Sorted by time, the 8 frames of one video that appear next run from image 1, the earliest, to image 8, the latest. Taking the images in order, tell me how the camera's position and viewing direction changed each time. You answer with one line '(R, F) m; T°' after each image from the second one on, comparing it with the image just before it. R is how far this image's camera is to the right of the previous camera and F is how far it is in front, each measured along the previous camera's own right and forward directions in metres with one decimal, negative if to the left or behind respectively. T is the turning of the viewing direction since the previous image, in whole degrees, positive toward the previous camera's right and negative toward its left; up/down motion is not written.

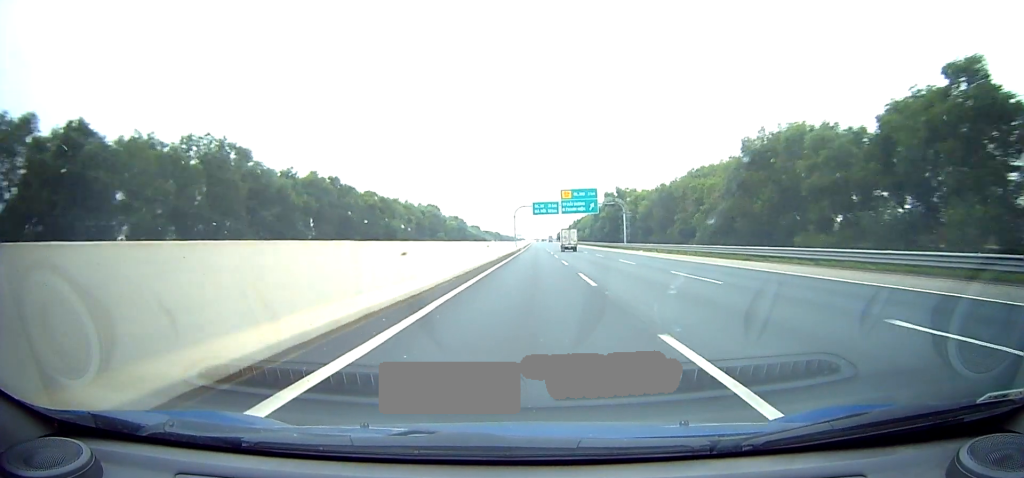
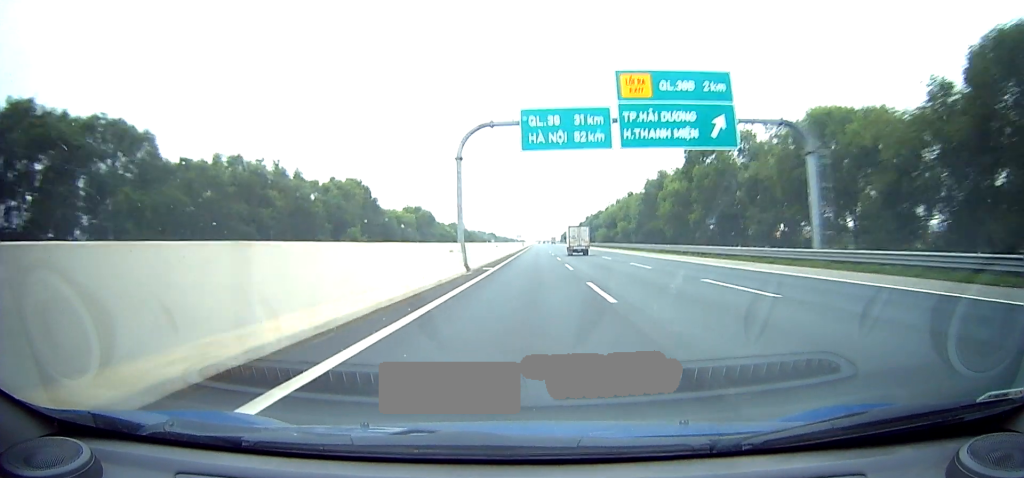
(+0.8, +56.2) m; +2°
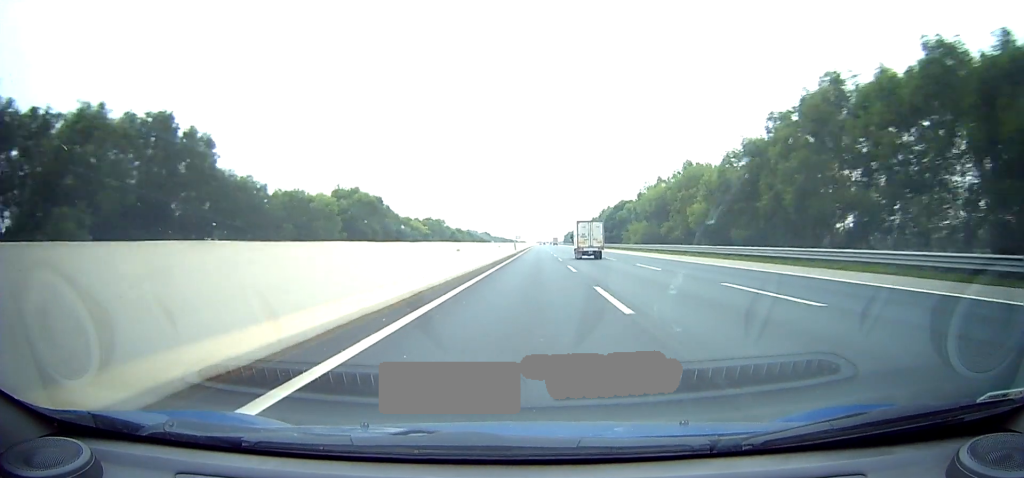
(0.0, +40.1) m; 0°
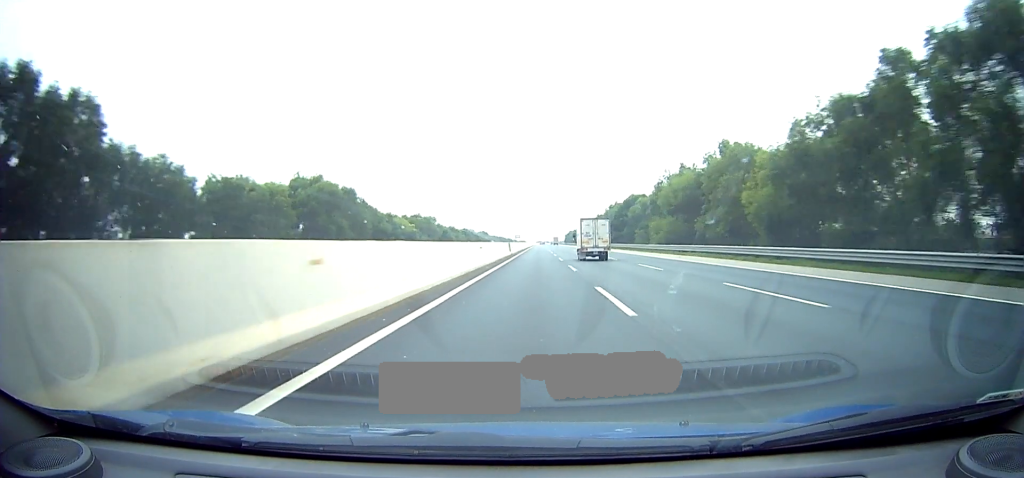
(0.0, +13.0) m; 0°
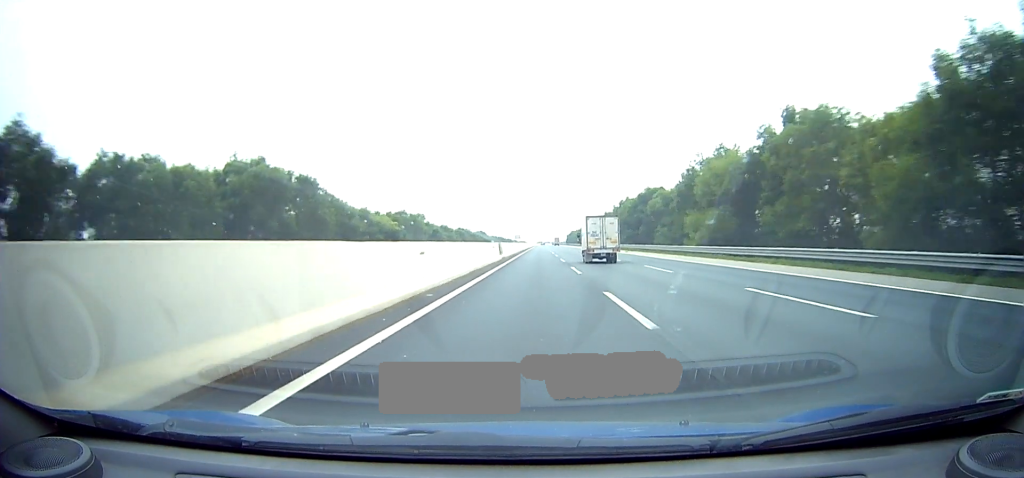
(0.0, +14.1) m; 0°
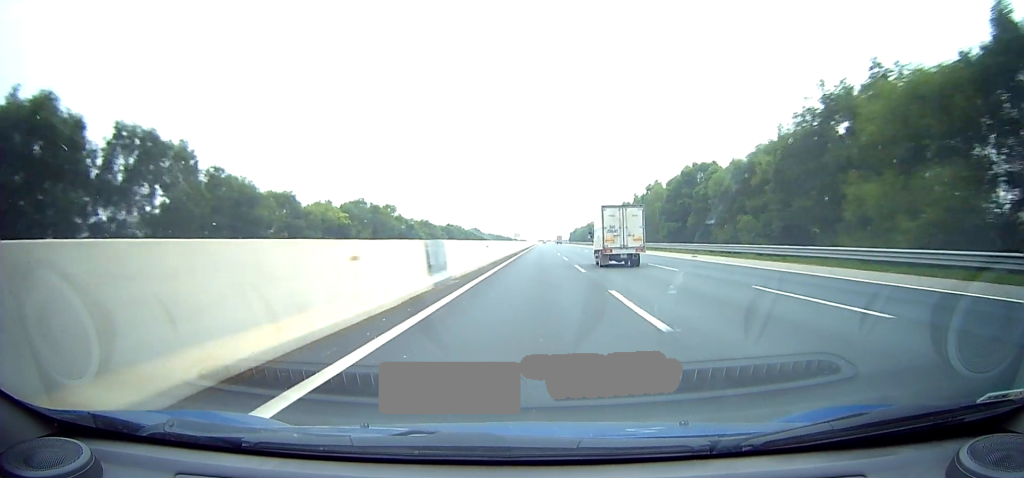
(-0.2, +27.1) m; -1°
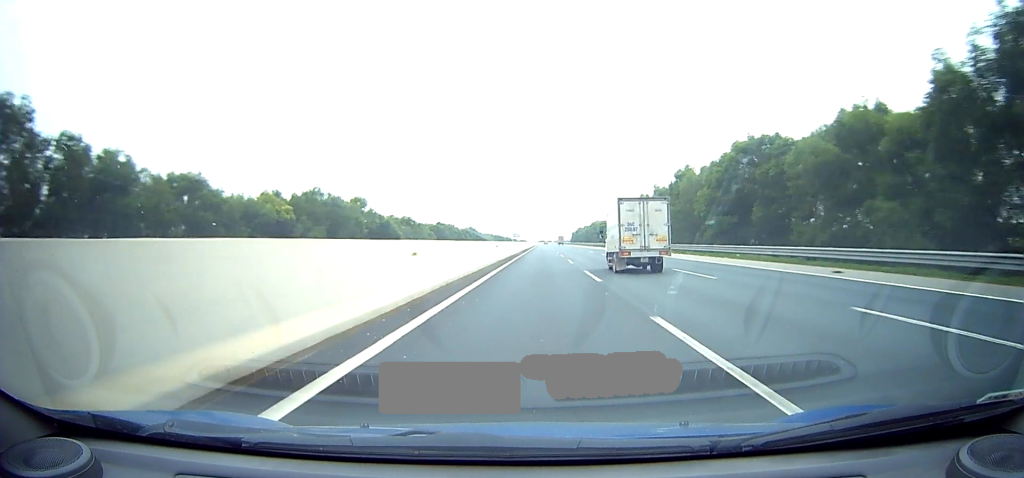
(-0.1, +17.7) m; -1°
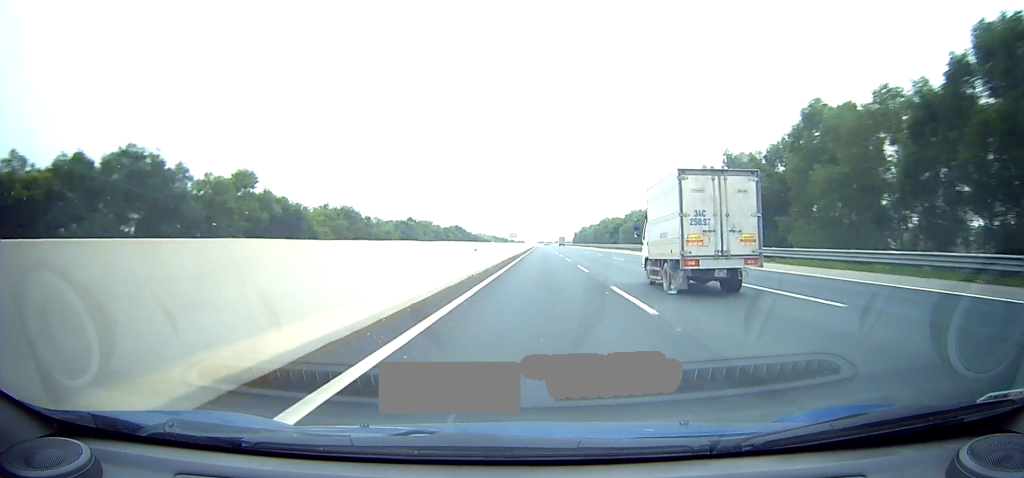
(-0.1, +38.6) m; +1°
